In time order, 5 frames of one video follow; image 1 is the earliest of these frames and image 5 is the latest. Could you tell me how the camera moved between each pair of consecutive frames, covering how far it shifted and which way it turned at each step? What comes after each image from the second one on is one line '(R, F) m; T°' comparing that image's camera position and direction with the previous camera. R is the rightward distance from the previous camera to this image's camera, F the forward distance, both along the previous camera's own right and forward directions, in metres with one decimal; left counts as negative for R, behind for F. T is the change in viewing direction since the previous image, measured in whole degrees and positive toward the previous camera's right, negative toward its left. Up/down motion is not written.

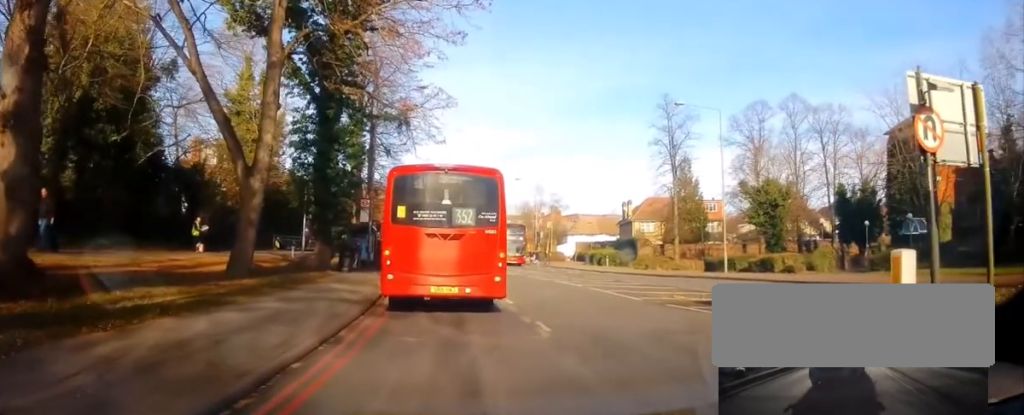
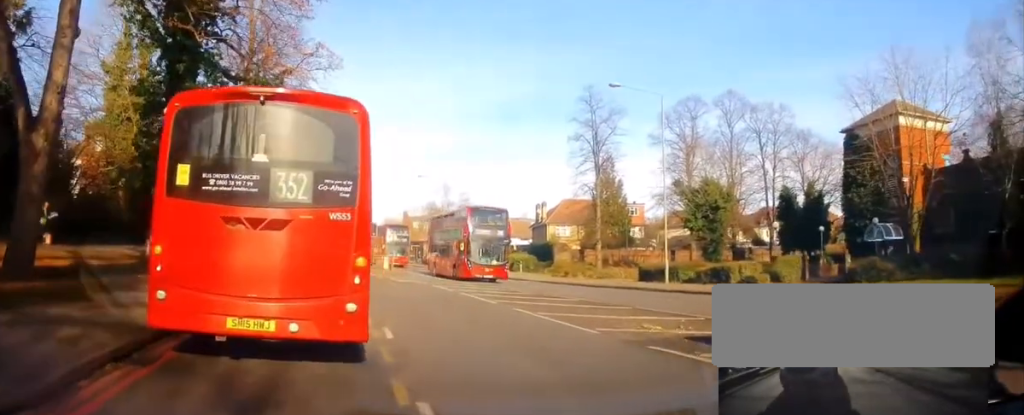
(+0.8, +6.1) m; +10°
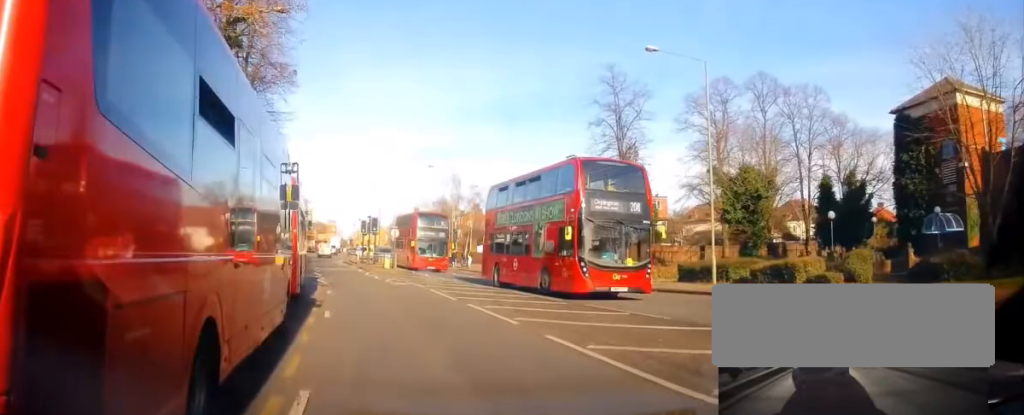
(0.0, +5.2) m; -1°
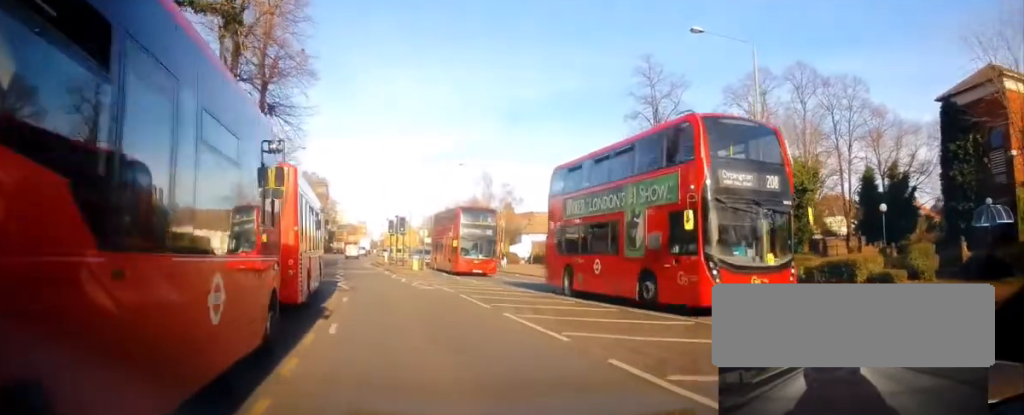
(0.0, +2.1) m; -3°
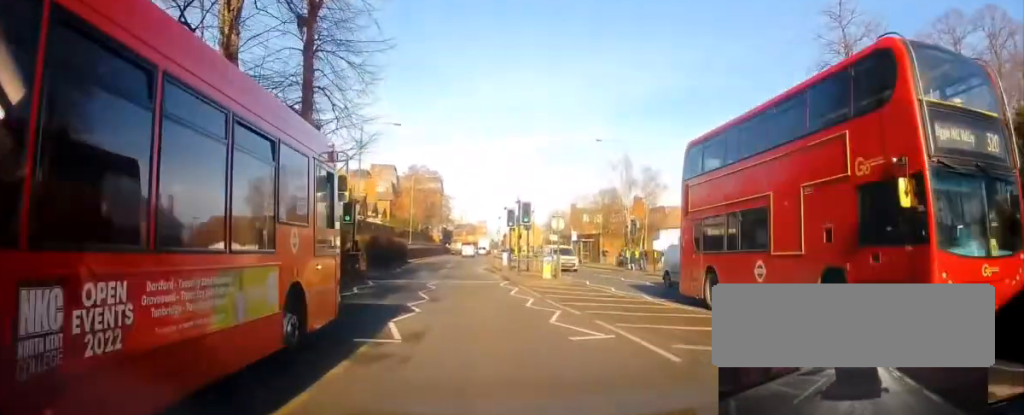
(-1.2, +12.0) m; -8°
